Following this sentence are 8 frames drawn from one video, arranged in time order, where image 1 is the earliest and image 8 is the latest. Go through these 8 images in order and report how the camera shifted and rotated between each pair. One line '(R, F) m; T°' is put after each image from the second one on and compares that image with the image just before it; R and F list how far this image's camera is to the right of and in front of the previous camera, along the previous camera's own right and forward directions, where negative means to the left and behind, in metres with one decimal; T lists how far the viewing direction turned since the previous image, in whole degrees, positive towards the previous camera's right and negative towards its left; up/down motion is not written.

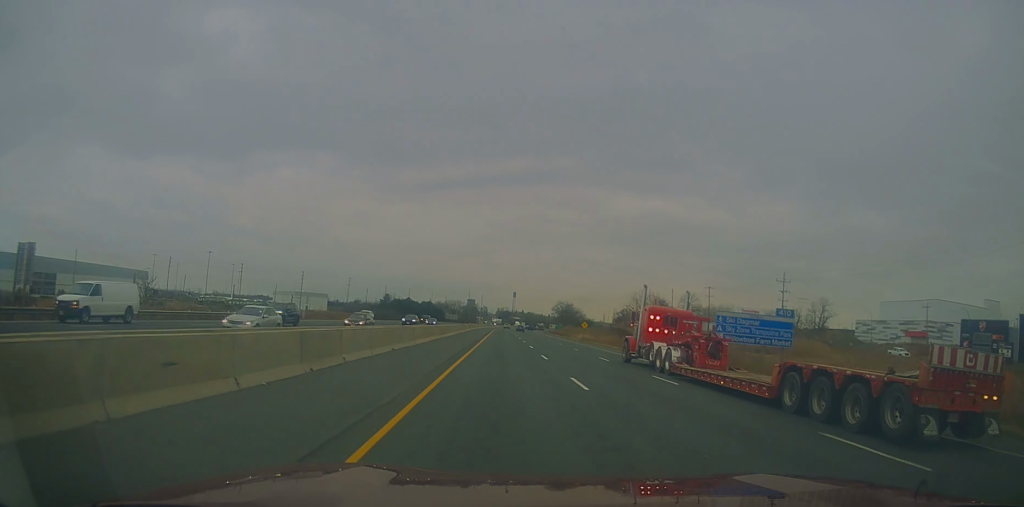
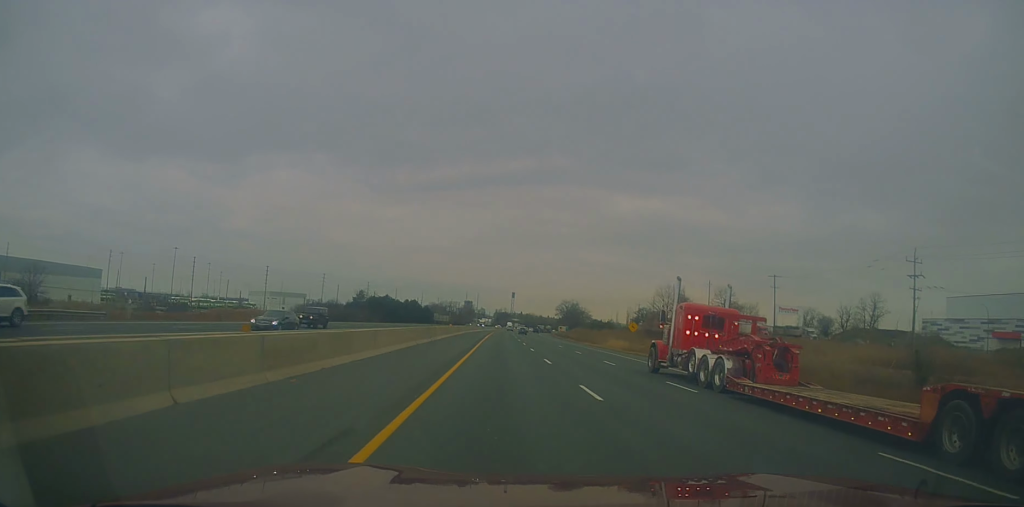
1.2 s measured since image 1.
(+0.2, +38.4) m; +1°
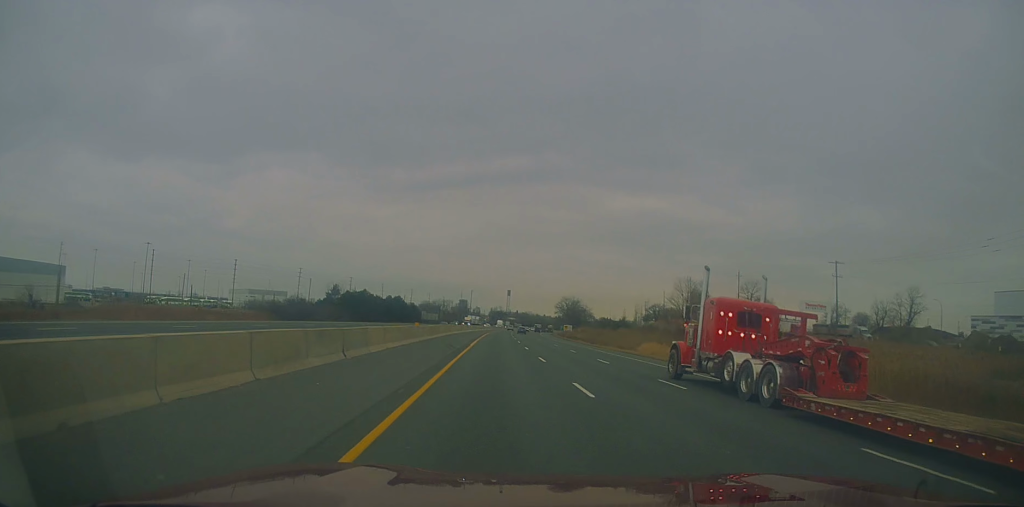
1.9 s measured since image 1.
(+0.3, +24.2) m; 0°
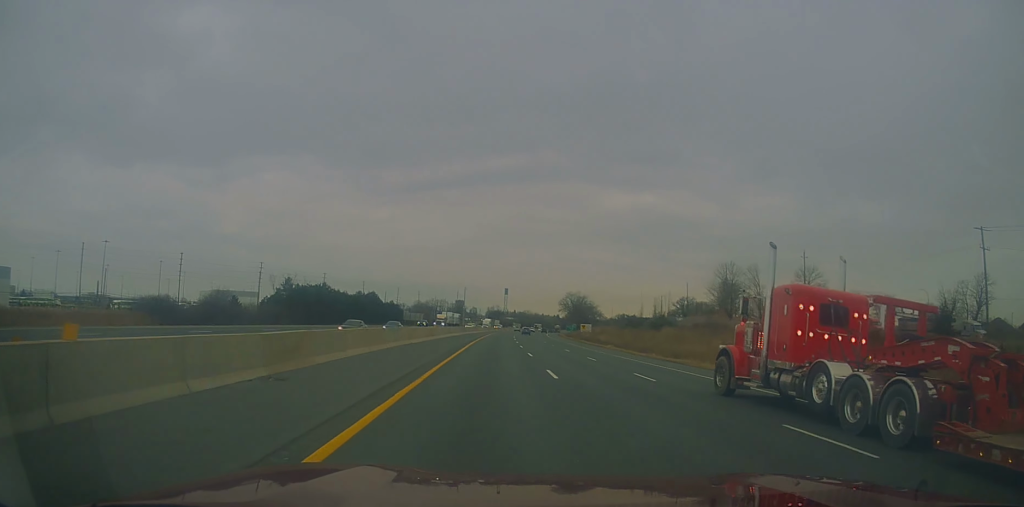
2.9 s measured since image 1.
(-0.2, +34.1) m; -1°
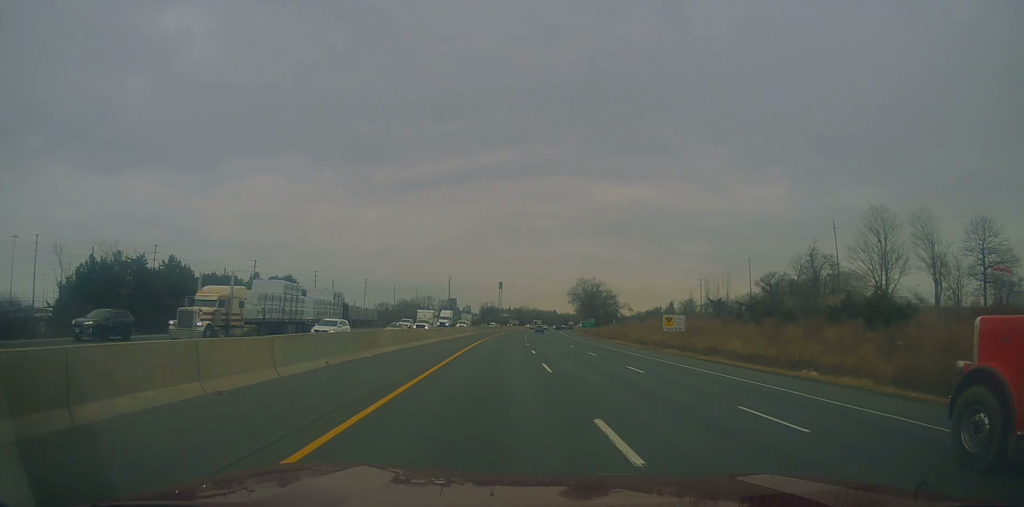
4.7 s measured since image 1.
(0.0, +59.3) m; +1°
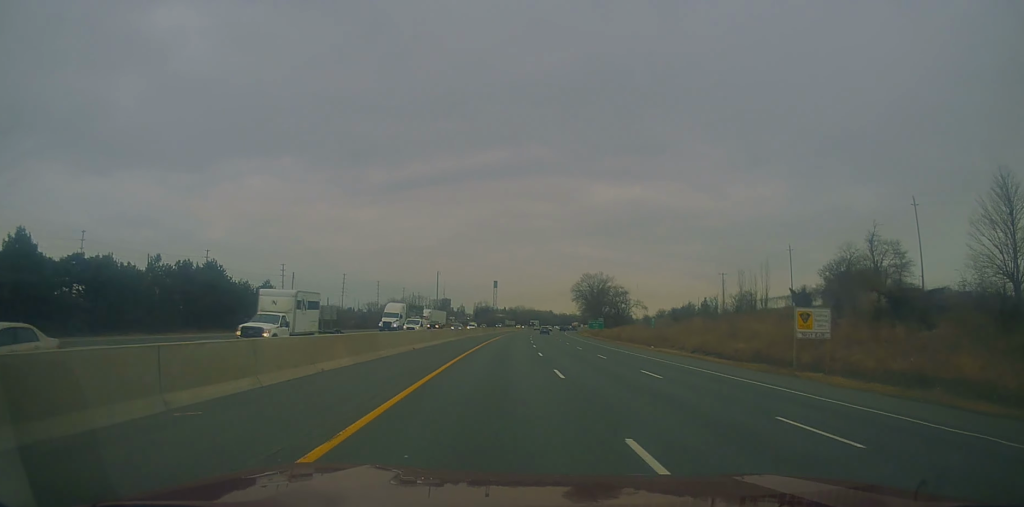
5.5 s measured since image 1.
(+0.1, +25.9) m; +1°
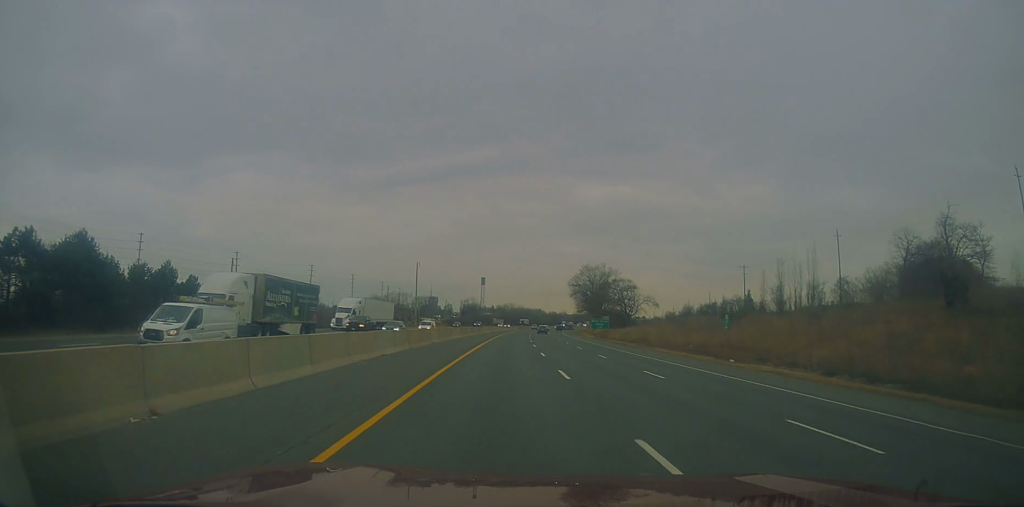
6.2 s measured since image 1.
(+0.1, +24.7) m; +1°
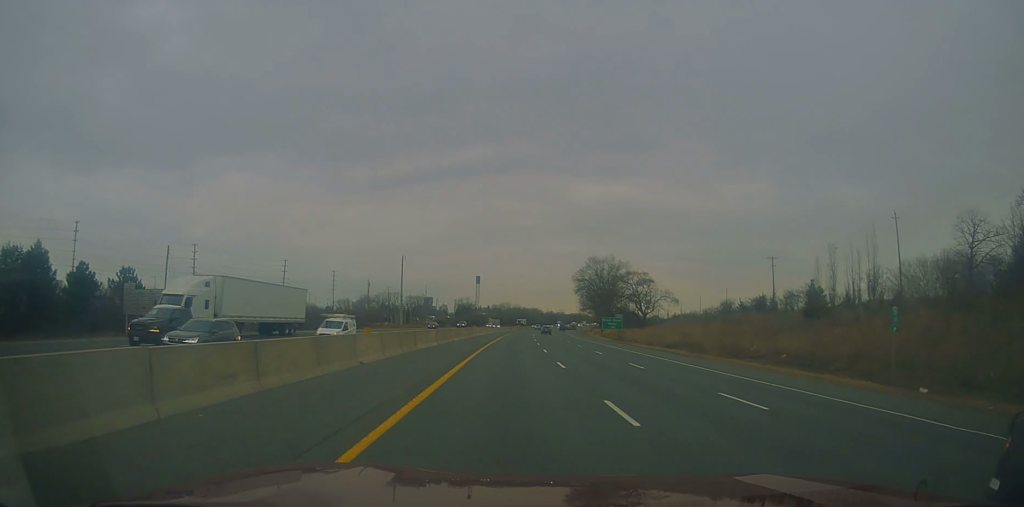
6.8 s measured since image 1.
(+0.3, +20.1) m; +1°
